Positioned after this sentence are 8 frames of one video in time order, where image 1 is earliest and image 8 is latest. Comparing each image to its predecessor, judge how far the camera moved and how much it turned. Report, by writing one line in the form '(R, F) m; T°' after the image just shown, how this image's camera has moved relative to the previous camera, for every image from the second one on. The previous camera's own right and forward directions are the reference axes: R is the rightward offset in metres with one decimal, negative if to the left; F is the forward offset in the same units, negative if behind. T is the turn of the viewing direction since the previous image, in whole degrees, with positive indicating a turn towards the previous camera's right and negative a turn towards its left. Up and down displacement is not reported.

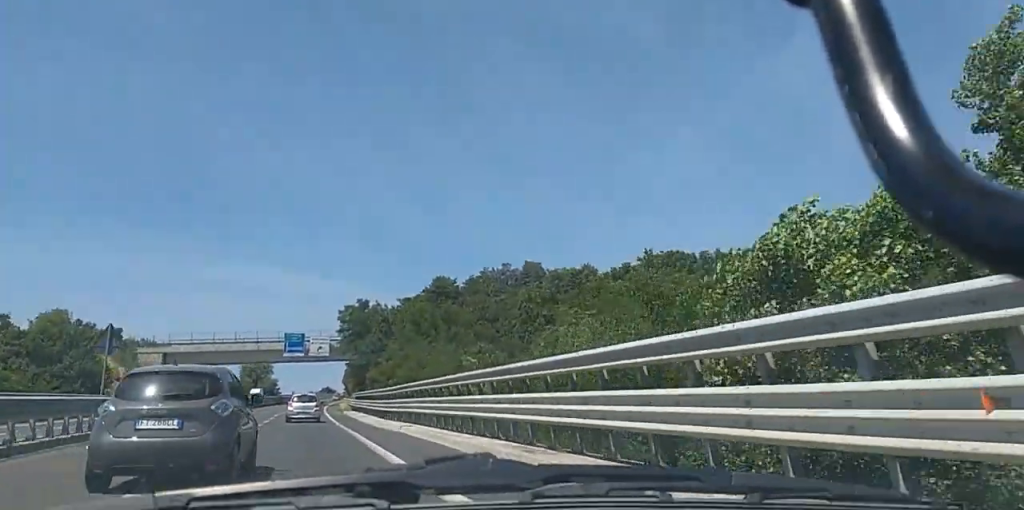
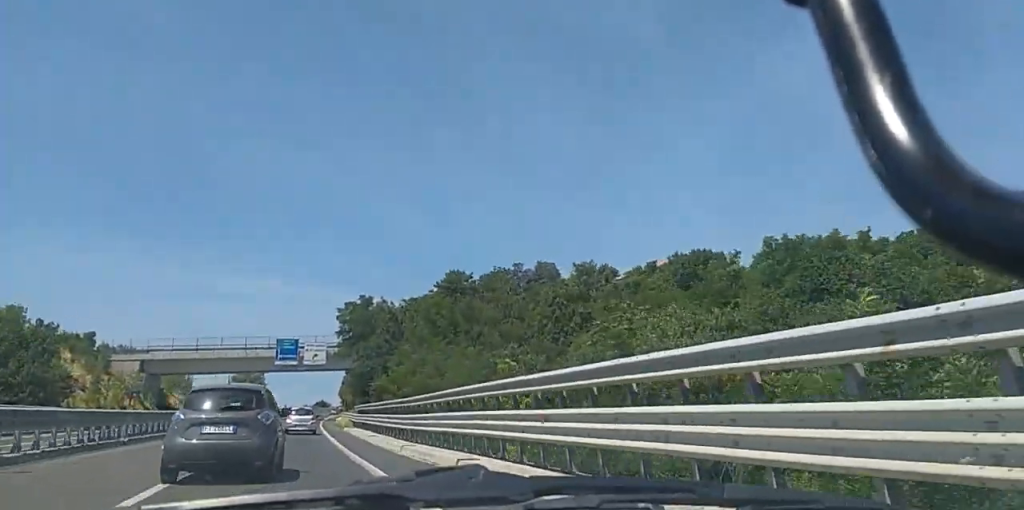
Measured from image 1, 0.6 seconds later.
(-0.6, +11.9) m; -1°
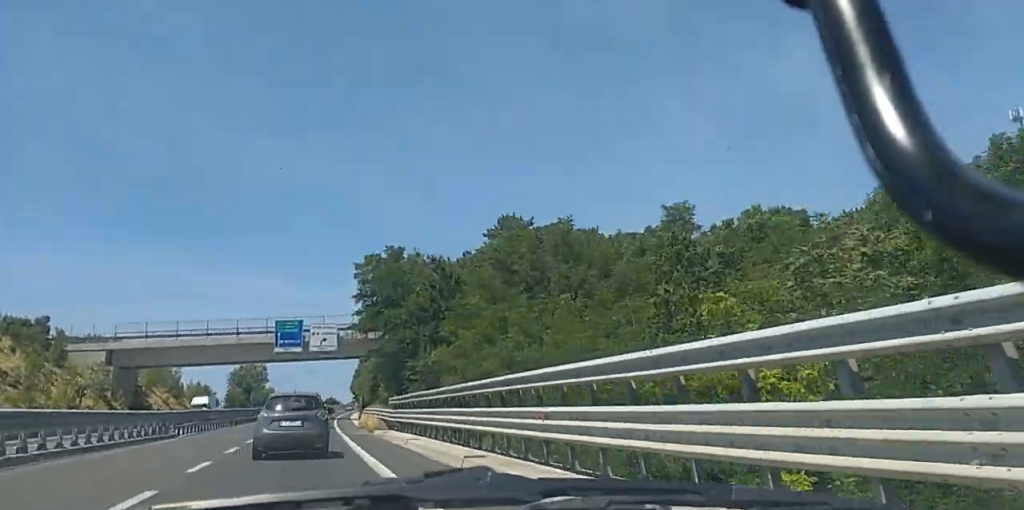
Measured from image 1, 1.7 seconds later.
(-0.1, +22.6) m; +1°
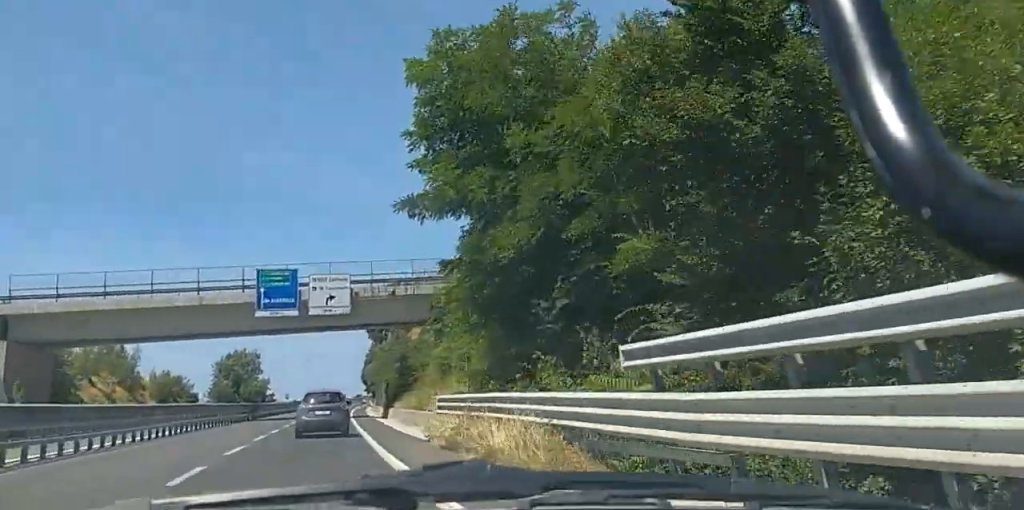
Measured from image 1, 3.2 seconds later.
(+0.3, +32.2) m; 0°
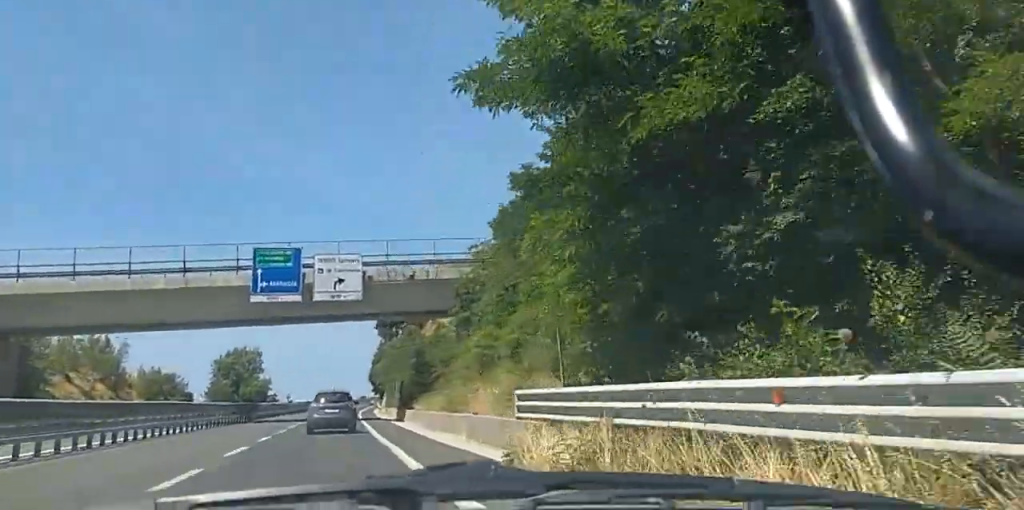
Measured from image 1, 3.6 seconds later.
(-0.2, +9.9) m; 0°
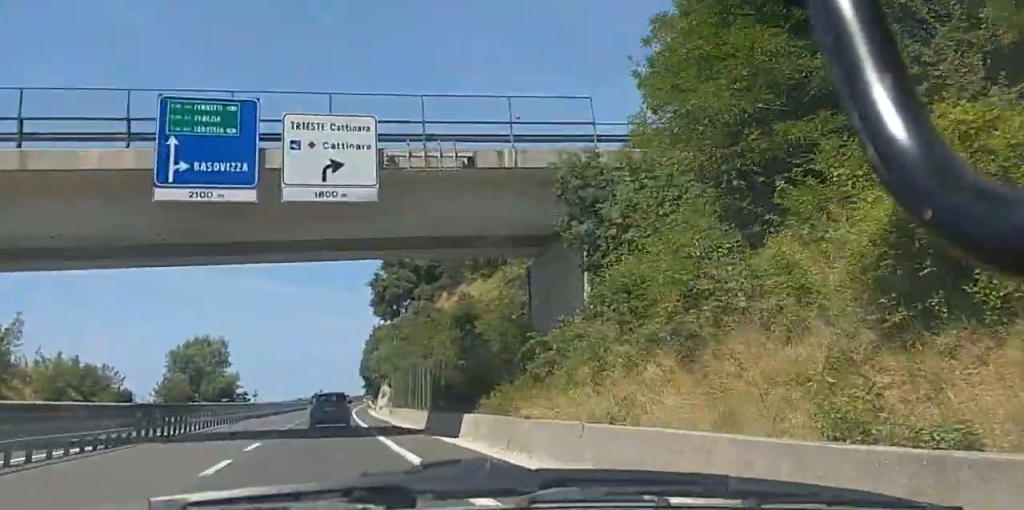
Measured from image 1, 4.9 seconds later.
(+0.3, +27.7) m; +4°
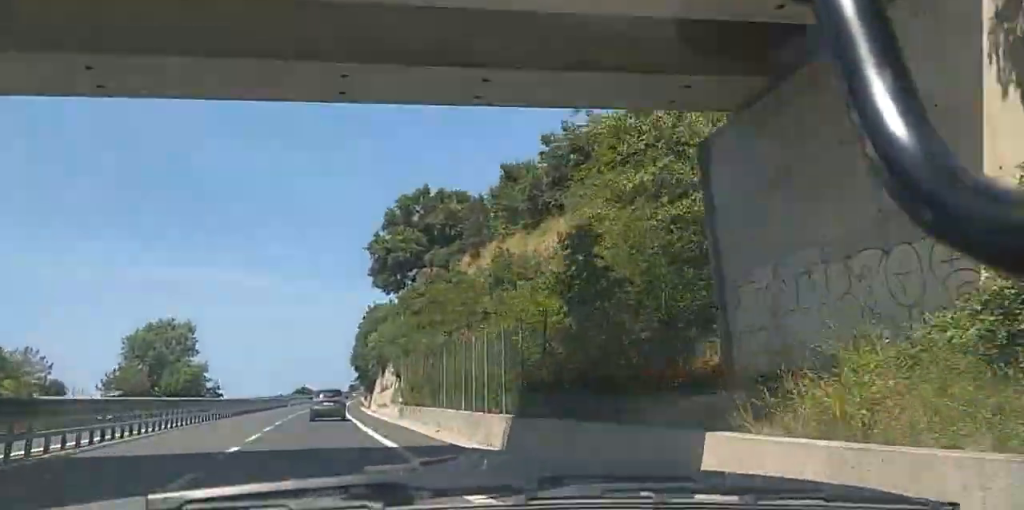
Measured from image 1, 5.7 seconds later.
(+0.8, +18.4) m; +1°
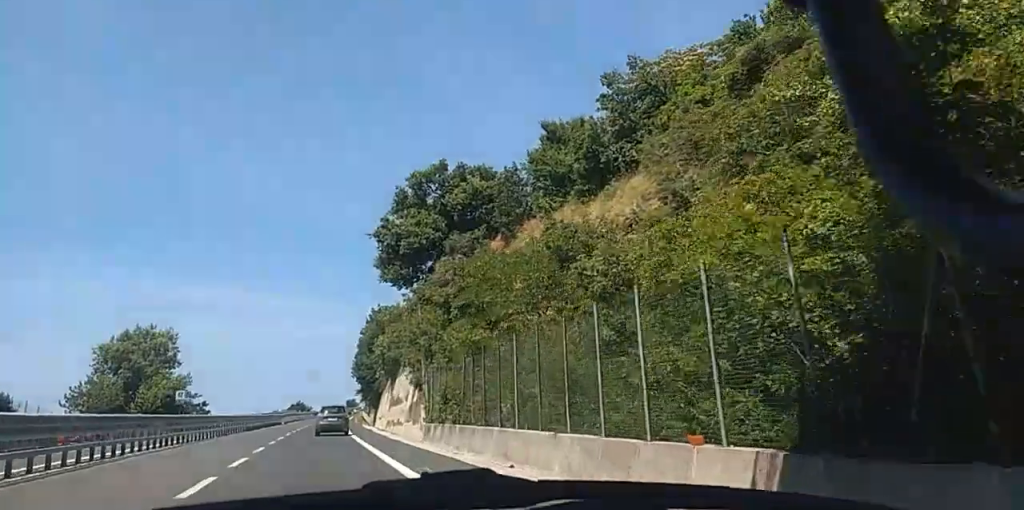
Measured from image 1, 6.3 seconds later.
(+0.1, +12.2) m; 0°
